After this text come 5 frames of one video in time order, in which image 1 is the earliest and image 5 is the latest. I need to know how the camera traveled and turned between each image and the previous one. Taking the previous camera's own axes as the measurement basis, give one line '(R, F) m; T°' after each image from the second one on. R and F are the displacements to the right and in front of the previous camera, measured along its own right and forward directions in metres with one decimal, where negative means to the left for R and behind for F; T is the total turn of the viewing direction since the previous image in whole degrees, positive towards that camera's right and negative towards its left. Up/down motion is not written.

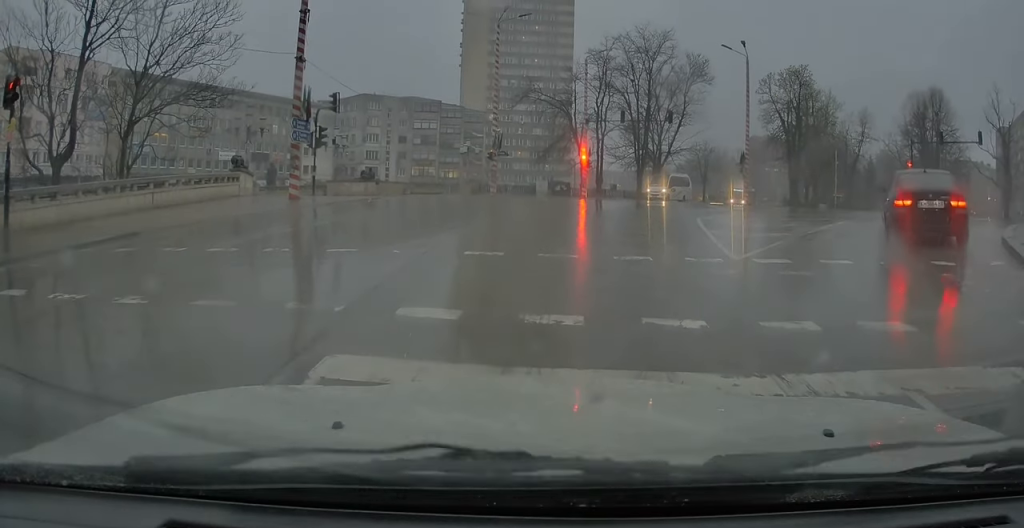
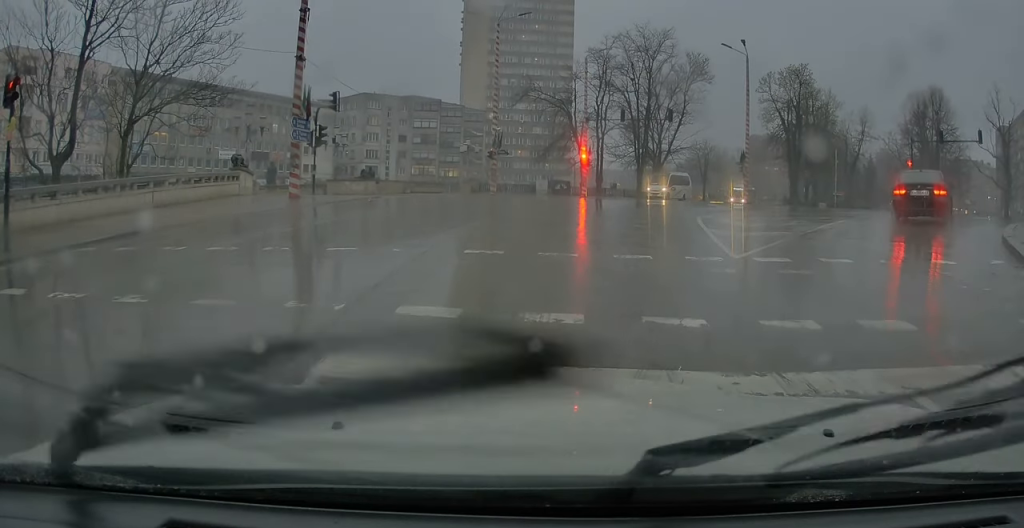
(0.0, 0.0) m; 0°
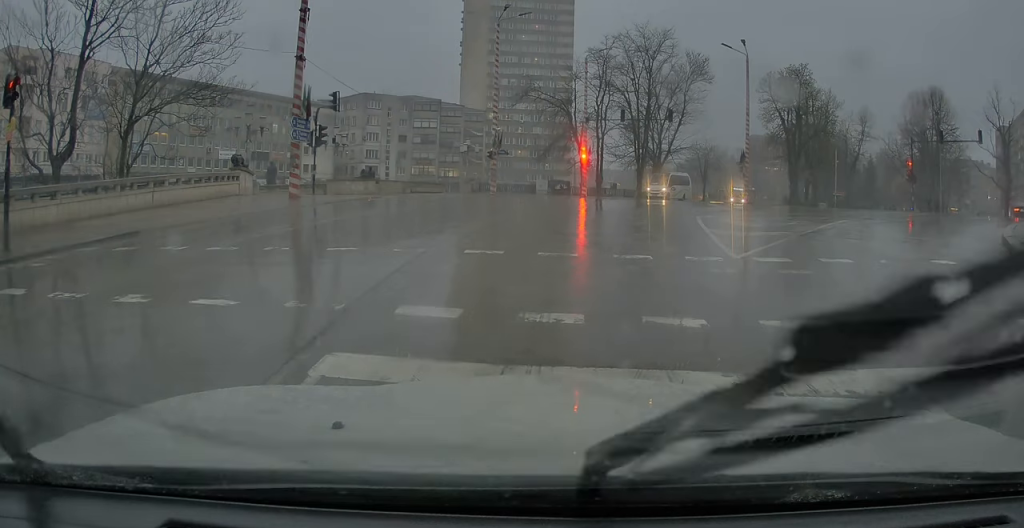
(0.0, 0.0) m; 0°
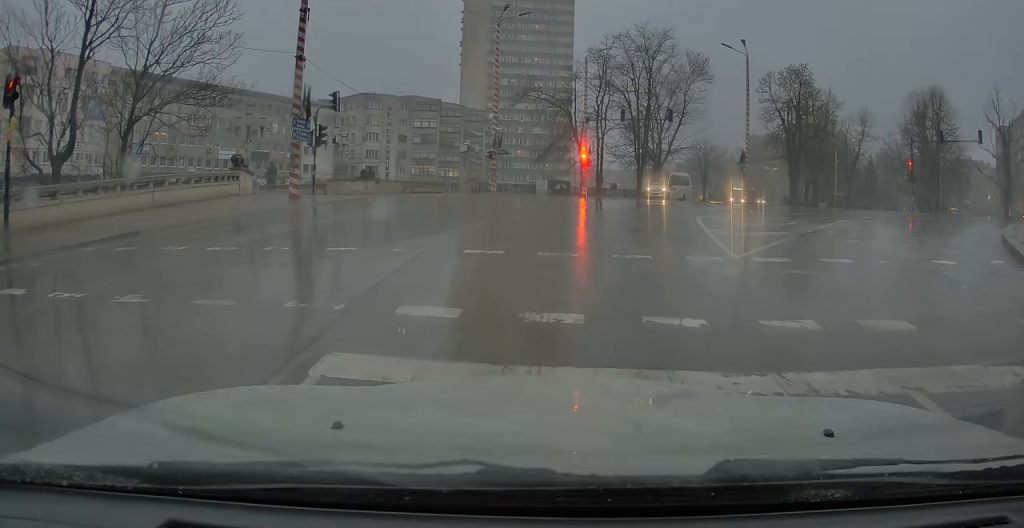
(0.0, 0.0) m; 0°
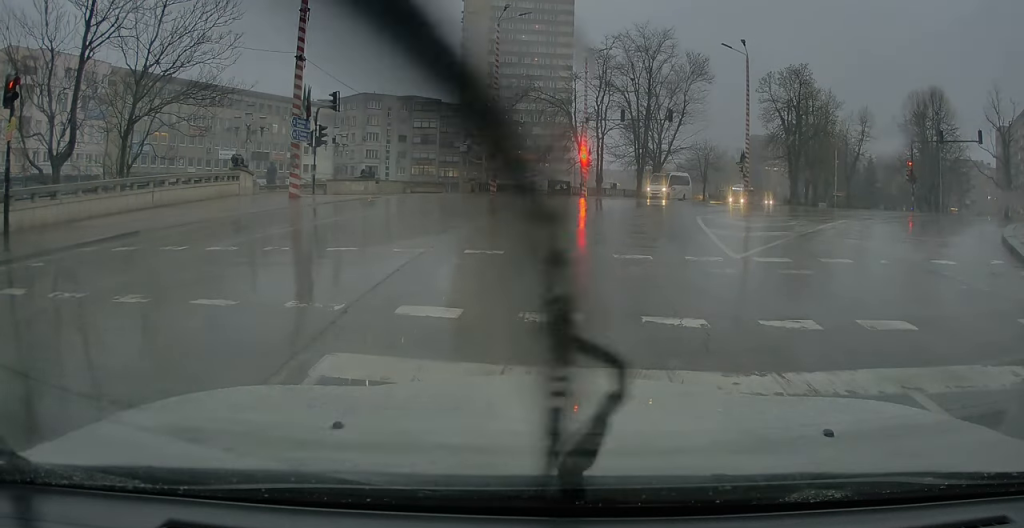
(0.0, 0.0) m; 0°
